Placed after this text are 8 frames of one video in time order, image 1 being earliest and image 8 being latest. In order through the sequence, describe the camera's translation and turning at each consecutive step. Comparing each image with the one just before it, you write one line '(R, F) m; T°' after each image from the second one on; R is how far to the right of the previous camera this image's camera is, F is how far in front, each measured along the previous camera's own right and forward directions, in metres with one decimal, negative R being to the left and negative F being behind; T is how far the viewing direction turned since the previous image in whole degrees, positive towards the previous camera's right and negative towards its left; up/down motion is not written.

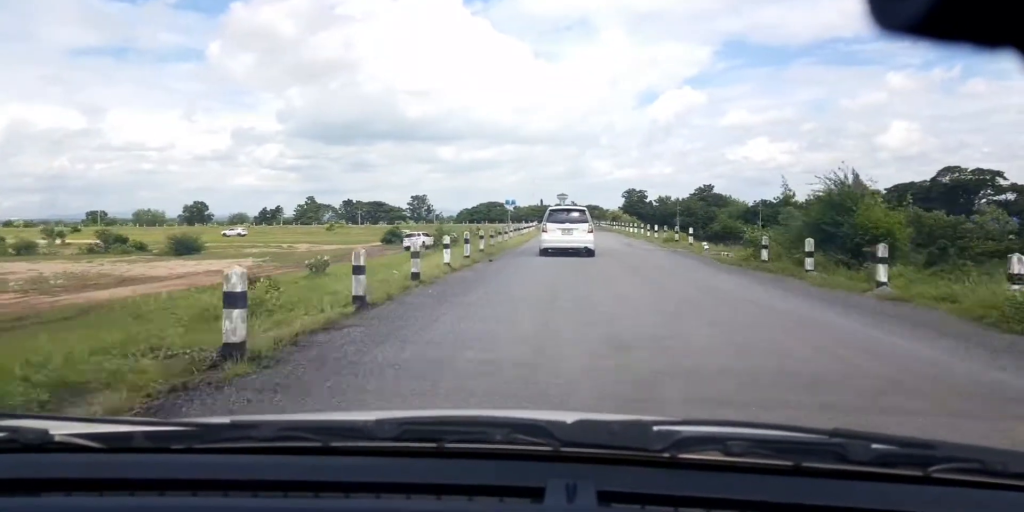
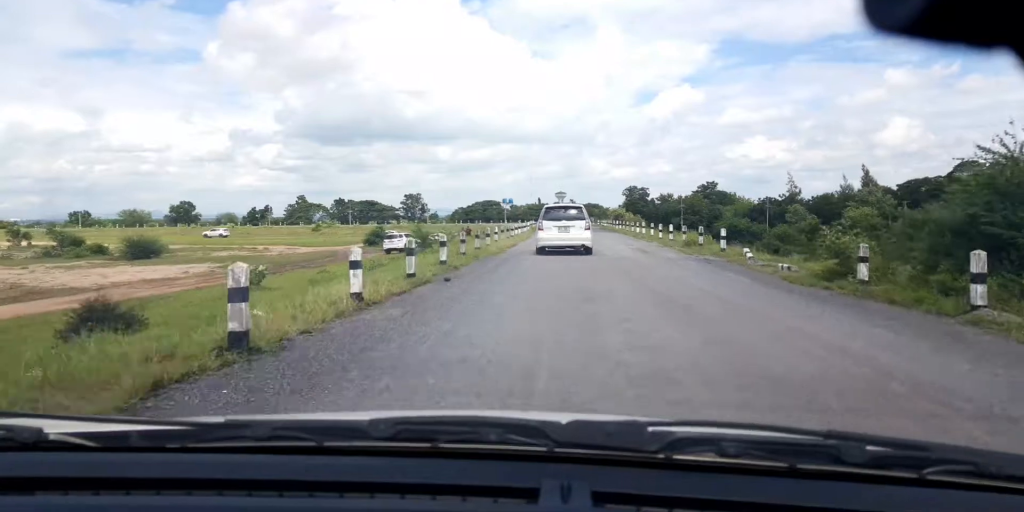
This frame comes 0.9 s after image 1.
(+0.2, +7.5) m; +1°
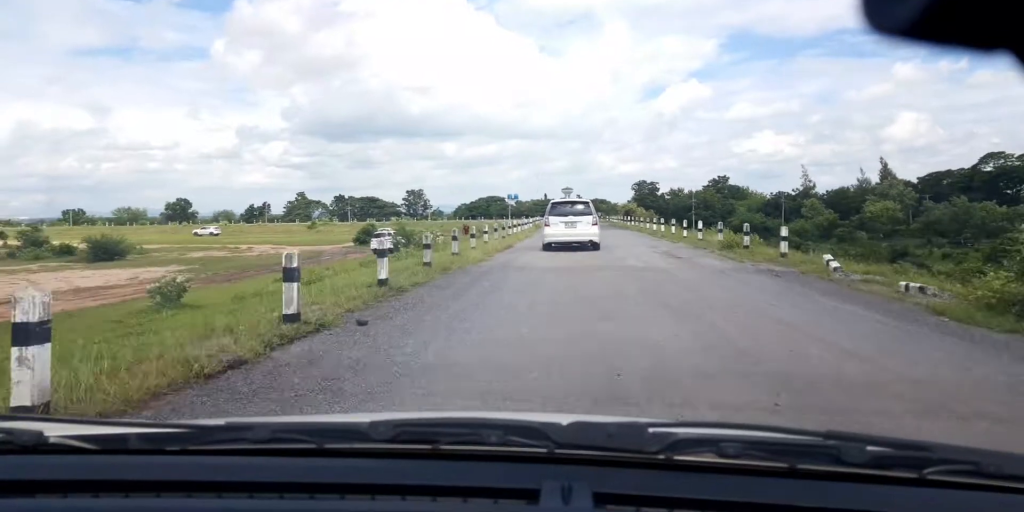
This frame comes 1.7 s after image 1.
(0.0, +6.6) m; -1°
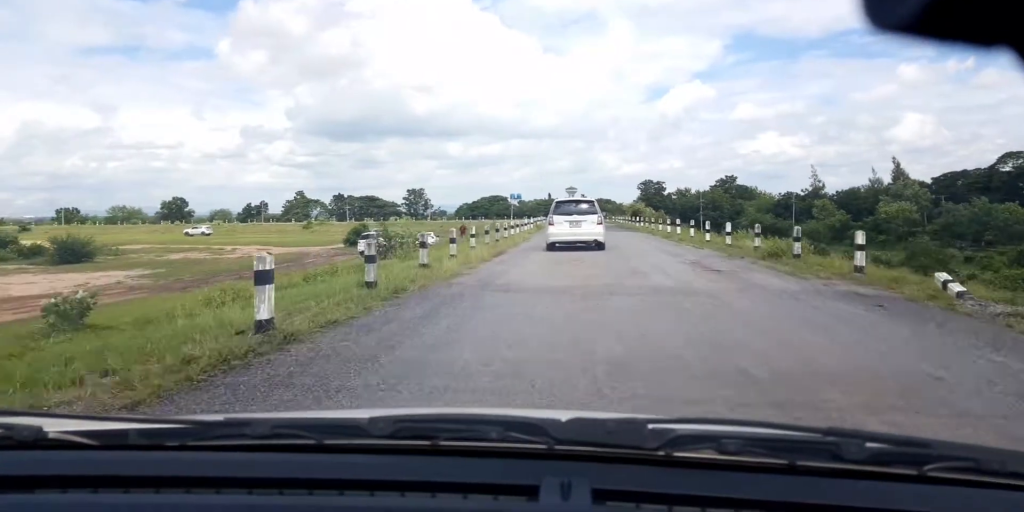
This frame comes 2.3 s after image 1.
(+0.1, +4.9) m; -2°
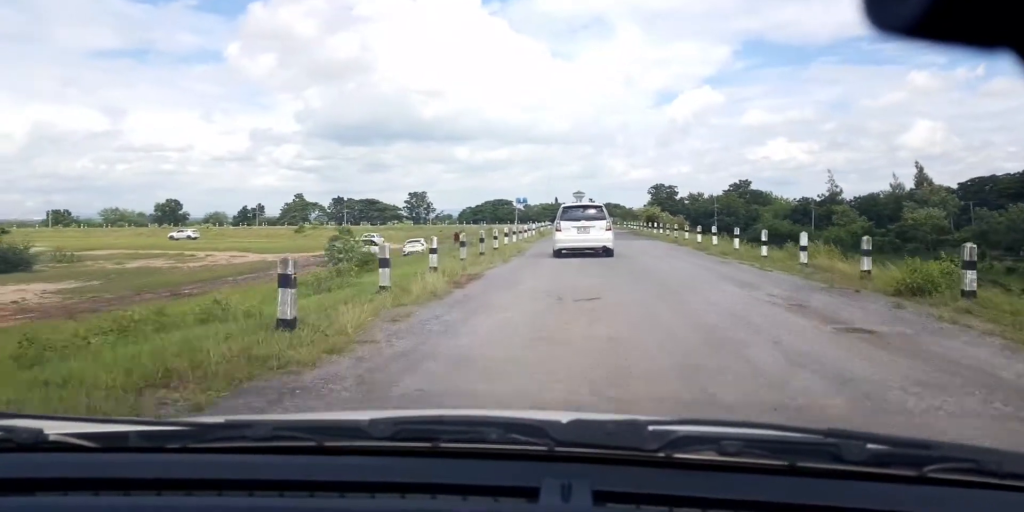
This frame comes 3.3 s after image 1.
(-0.5, +7.8) m; 0°
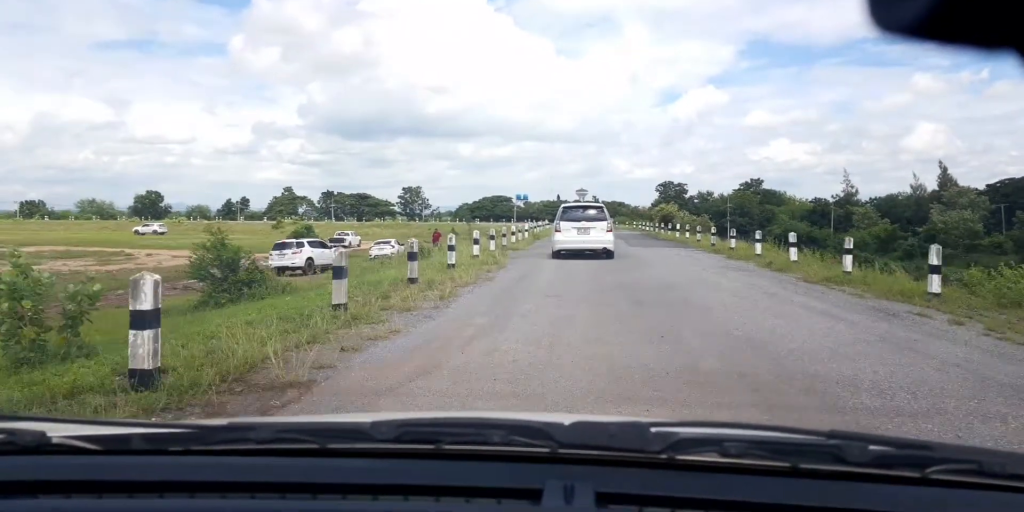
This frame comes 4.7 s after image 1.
(+0.3, +10.9) m; 0°
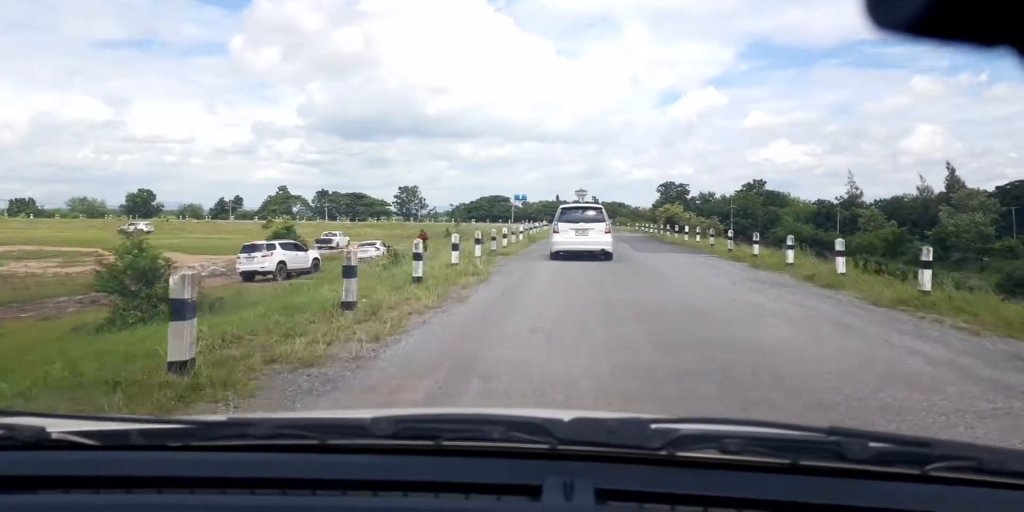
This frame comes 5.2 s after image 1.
(-0.3, +3.8) m; 0°
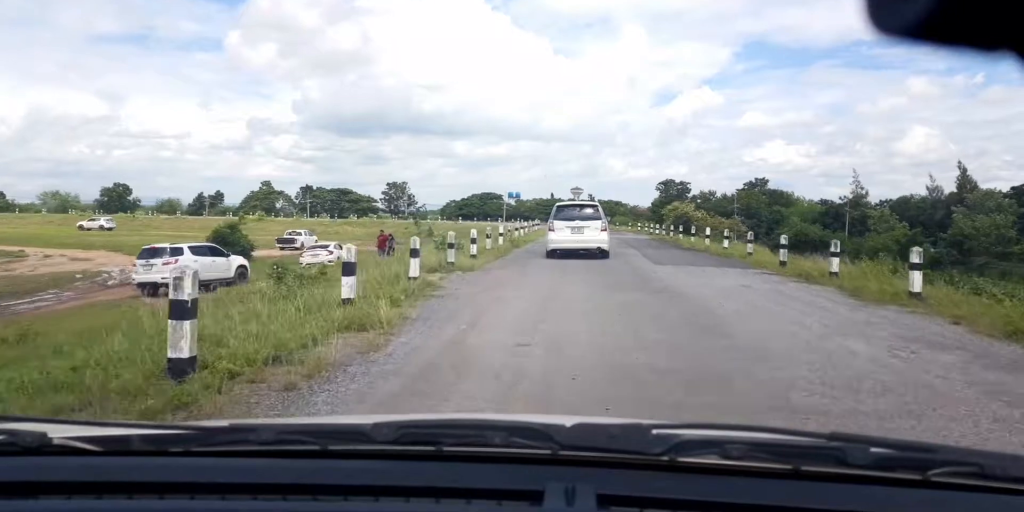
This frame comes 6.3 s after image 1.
(+0.4, +8.2) m; +4°
